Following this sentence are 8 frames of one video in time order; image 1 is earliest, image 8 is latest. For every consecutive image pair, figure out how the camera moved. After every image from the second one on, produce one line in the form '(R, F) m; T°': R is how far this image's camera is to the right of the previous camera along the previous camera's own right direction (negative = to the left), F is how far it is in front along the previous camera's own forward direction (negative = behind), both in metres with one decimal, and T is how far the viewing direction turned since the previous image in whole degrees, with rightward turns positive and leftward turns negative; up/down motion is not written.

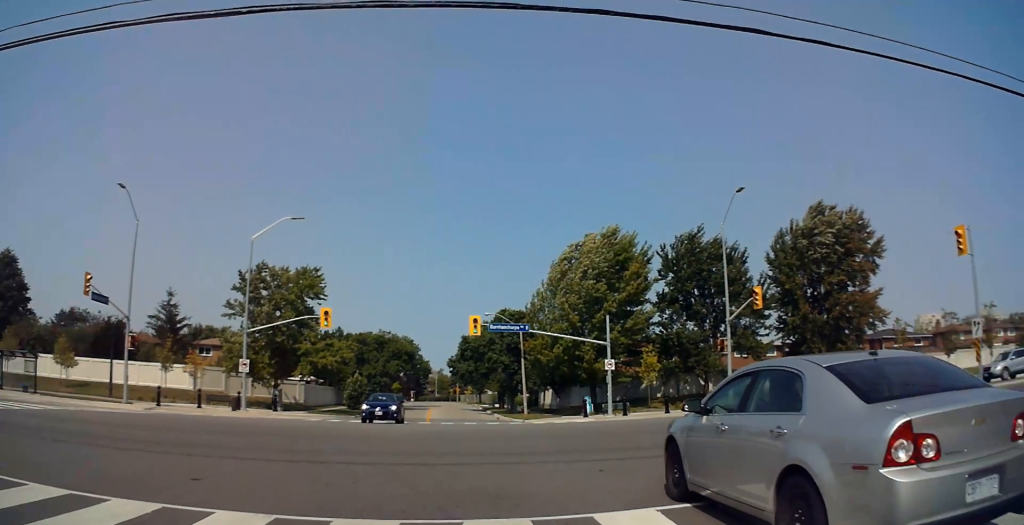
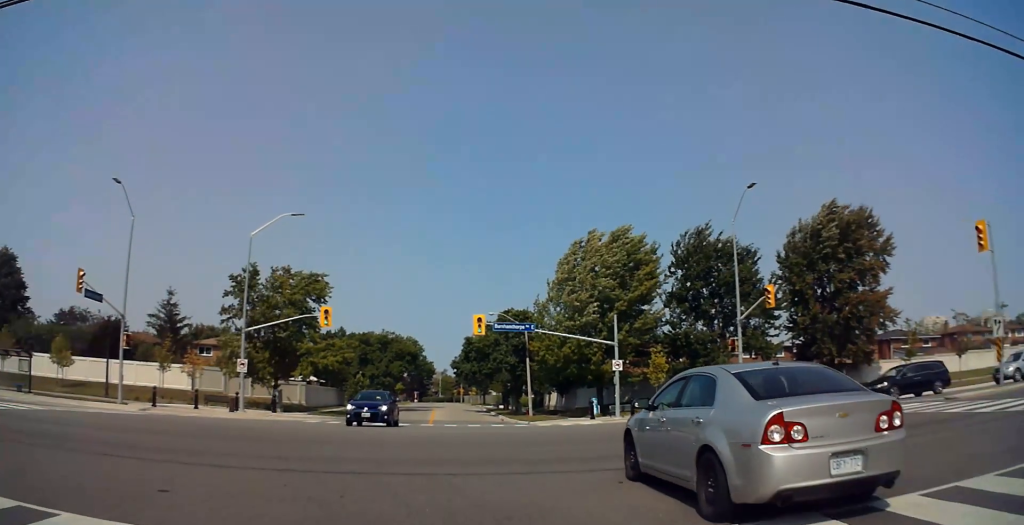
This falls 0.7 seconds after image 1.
(0.0, 0.0) m; 0°
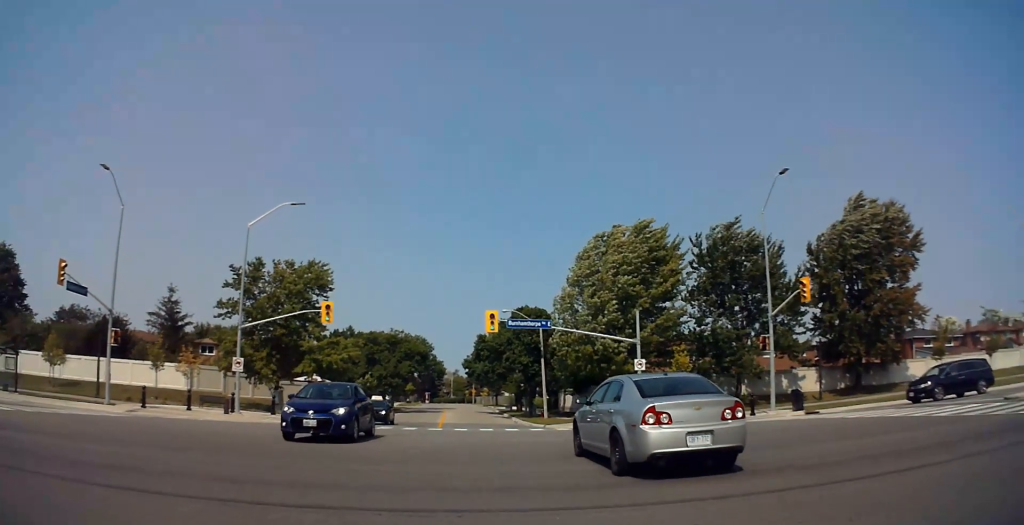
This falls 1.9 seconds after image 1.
(0.0, 0.0) m; 0°
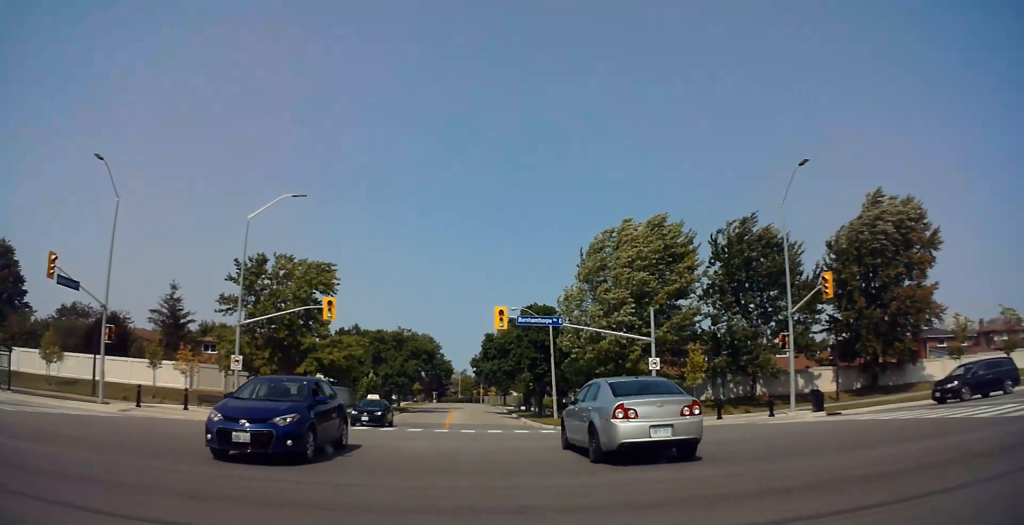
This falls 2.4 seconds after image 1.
(0.0, 0.0) m; 0°
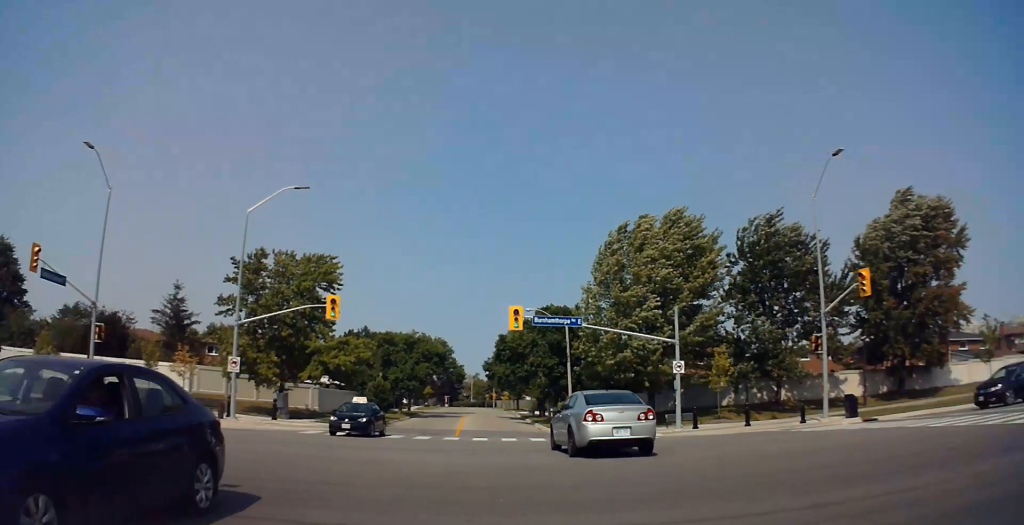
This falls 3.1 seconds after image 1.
(0.0, 0.0) m; 0°
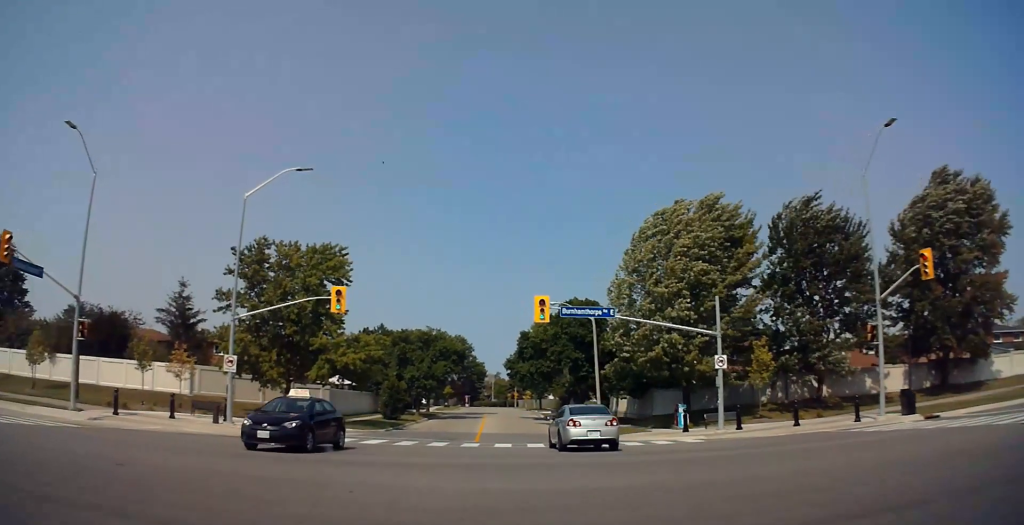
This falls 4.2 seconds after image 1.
(+0.1, +1.1) m; 0°
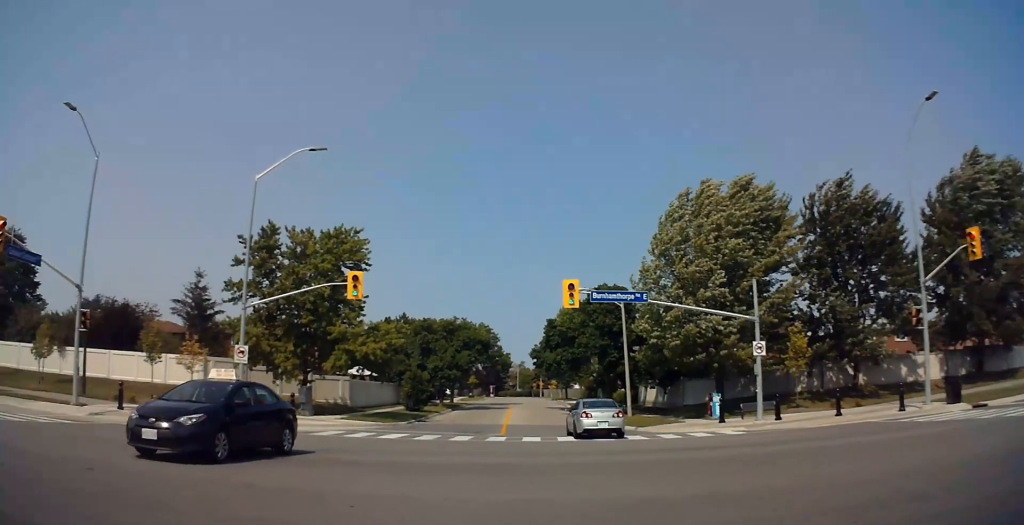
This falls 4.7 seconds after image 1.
(+0.1, +1.3) m; -1°
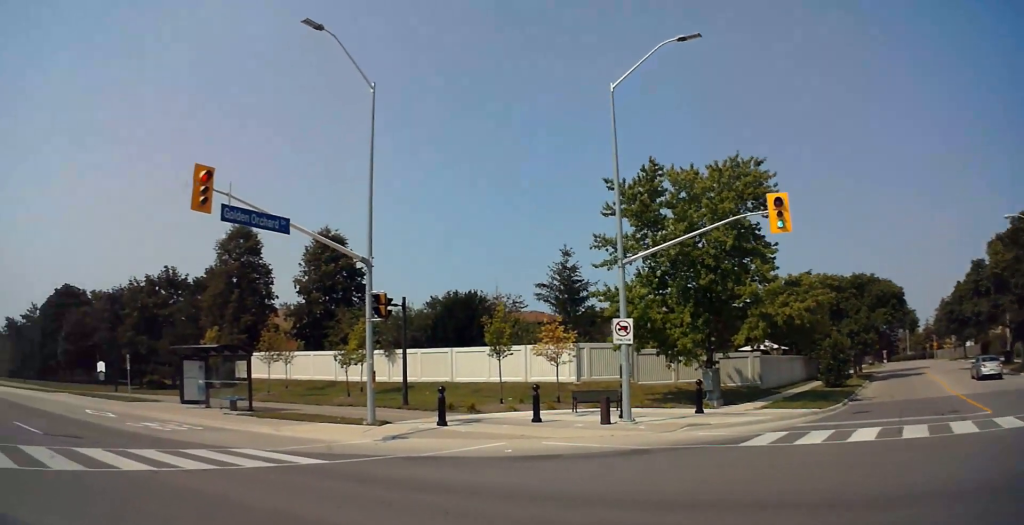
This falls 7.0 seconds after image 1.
(-0.9, +8.4) m; -33°
